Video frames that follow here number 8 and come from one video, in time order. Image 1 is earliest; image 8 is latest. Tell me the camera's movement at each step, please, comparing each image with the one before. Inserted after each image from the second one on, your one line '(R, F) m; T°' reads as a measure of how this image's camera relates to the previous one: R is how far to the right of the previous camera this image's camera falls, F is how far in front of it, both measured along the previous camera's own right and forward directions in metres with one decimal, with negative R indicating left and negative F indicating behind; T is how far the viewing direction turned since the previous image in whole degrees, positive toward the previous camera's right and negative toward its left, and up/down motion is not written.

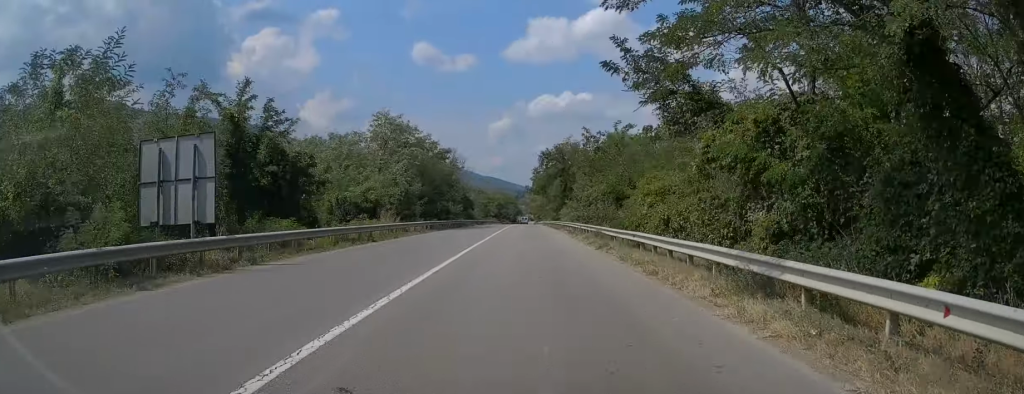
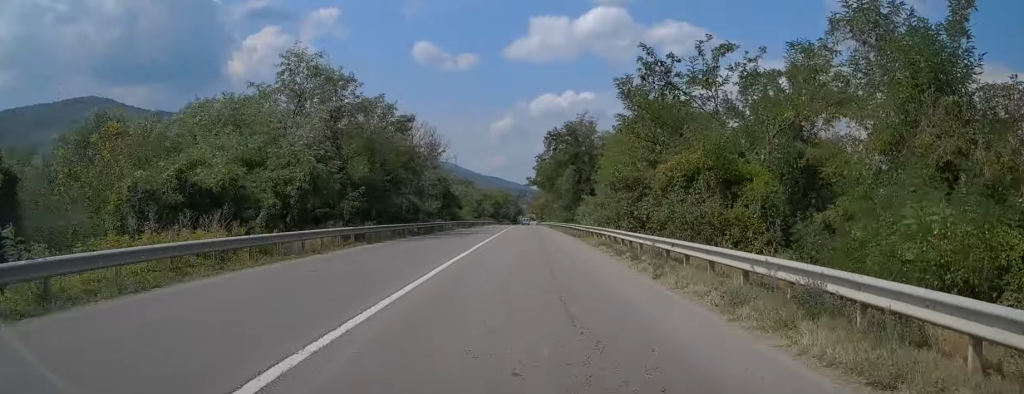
(+0.1, +21.5) m; 0°
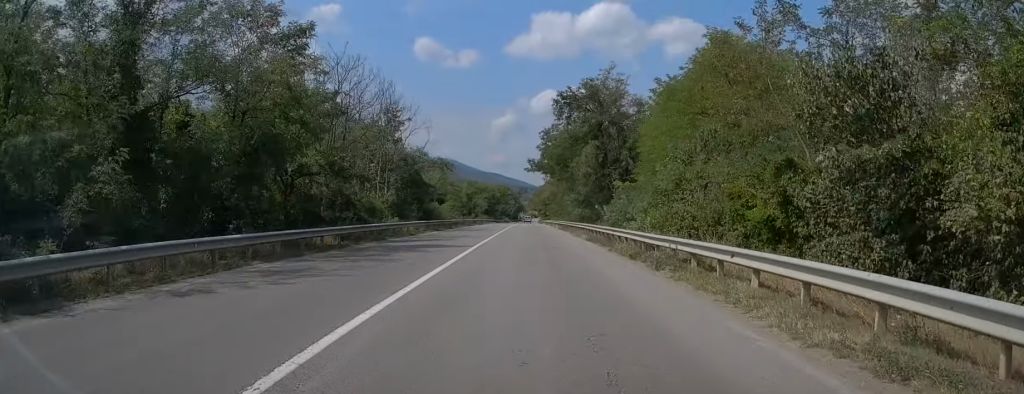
(-0.1, +20.4) m; 0°
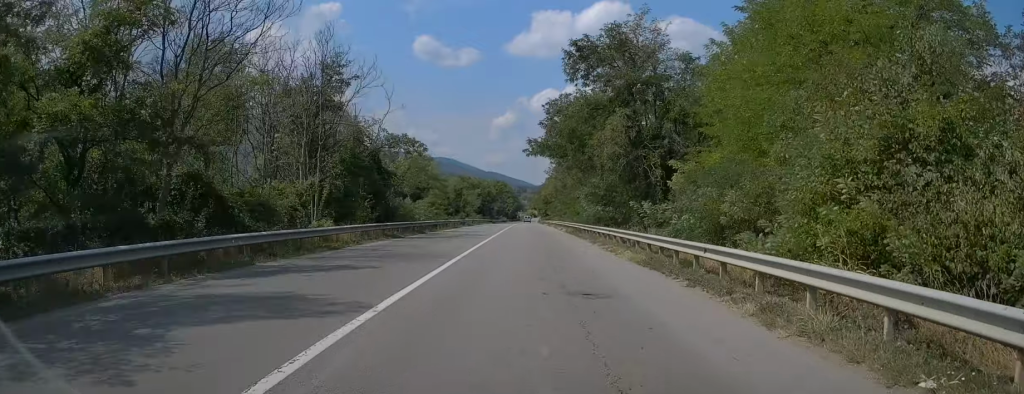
(+0.3, +14.2) m; 0°
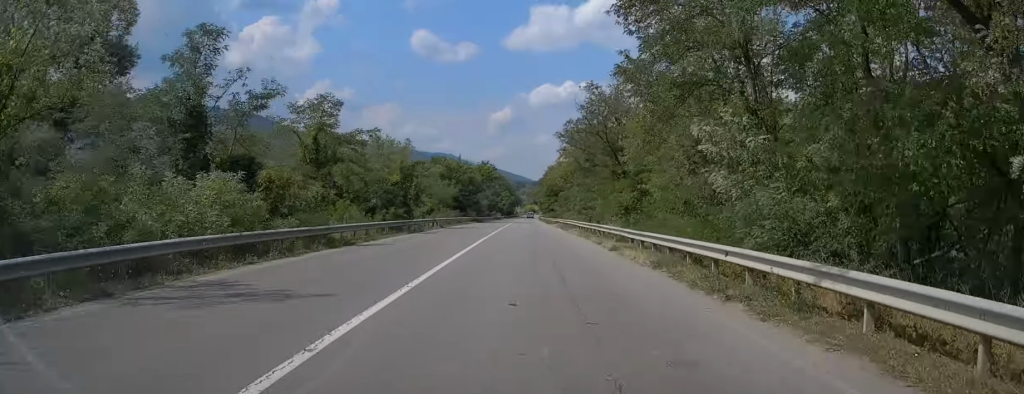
(-0.7, +33.6) m; 0°
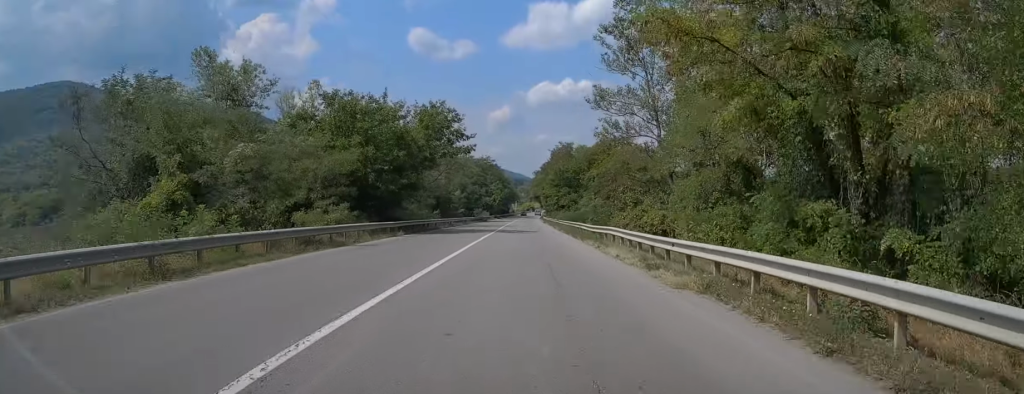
(+0.4, +45.3) m; 0°
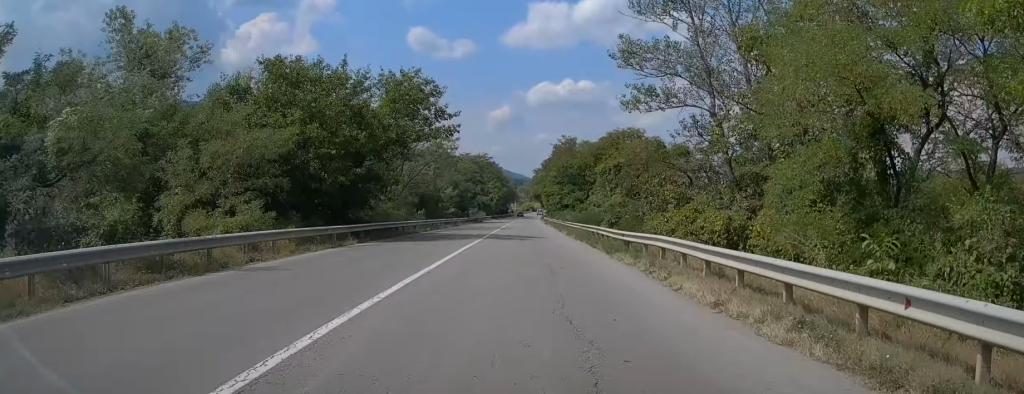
(-0.1, +9.5) m; 0°
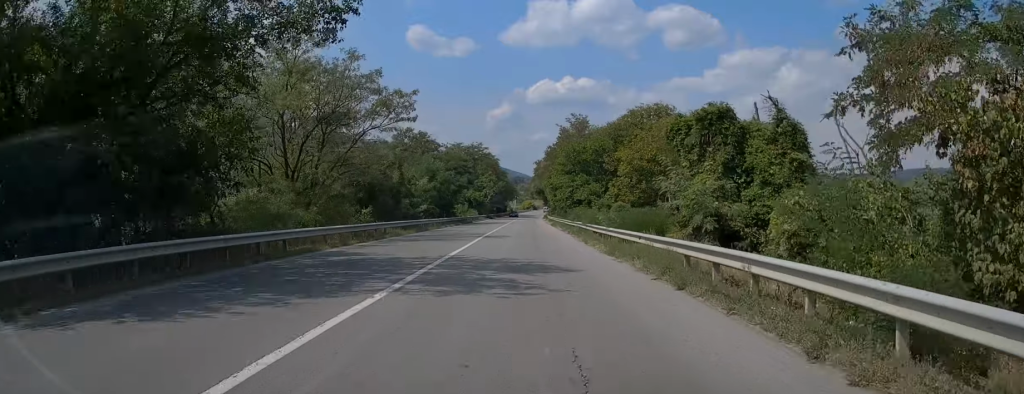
(0.0, +19.1) m; +1°
